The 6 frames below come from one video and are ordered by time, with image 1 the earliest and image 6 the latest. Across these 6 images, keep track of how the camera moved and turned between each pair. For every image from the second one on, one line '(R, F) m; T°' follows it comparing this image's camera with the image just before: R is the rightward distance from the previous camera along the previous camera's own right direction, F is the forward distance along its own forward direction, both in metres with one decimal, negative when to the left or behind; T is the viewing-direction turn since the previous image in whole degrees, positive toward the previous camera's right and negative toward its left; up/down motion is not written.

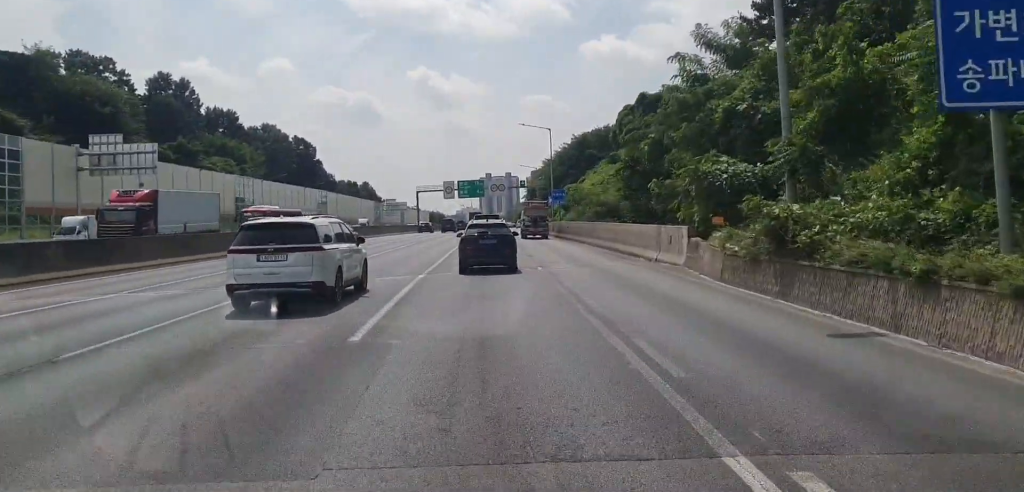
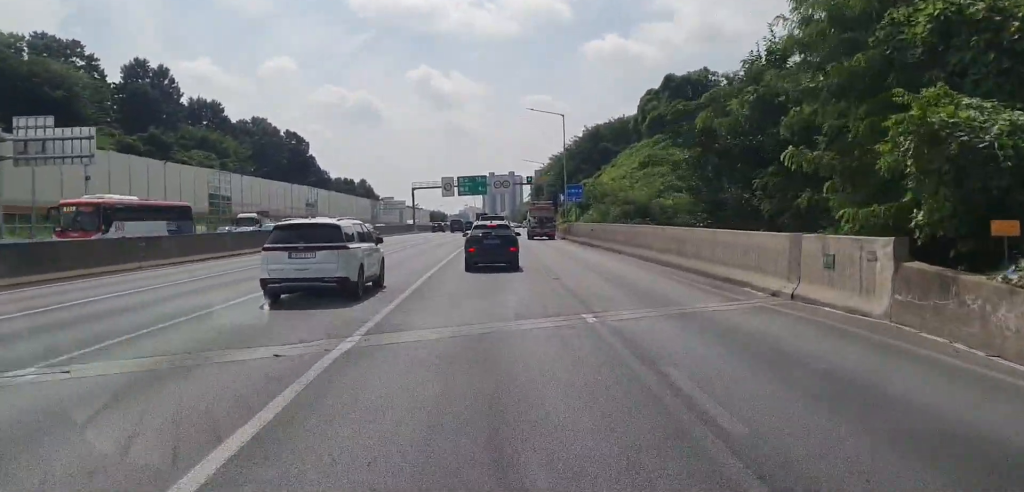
(-0.1, +12.3) m; -1°
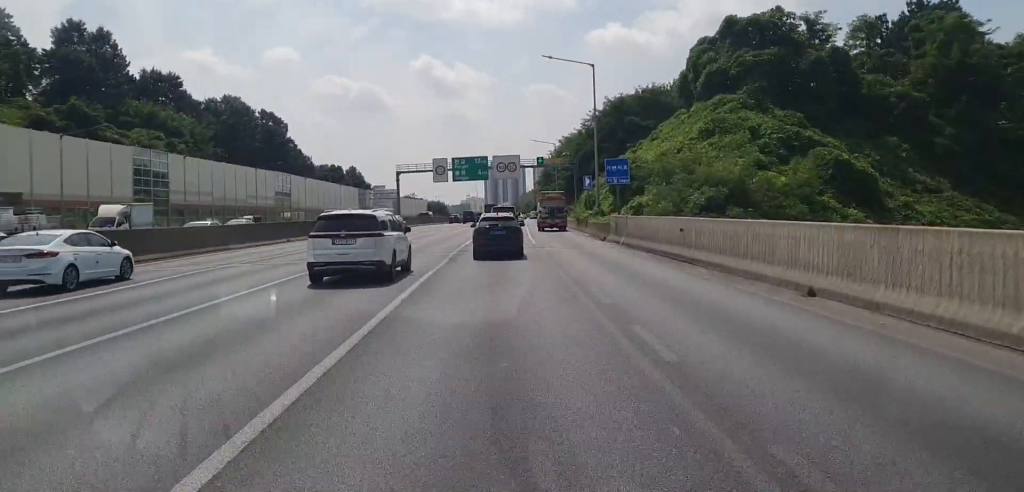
(-0.4, +21.2) m; 0°
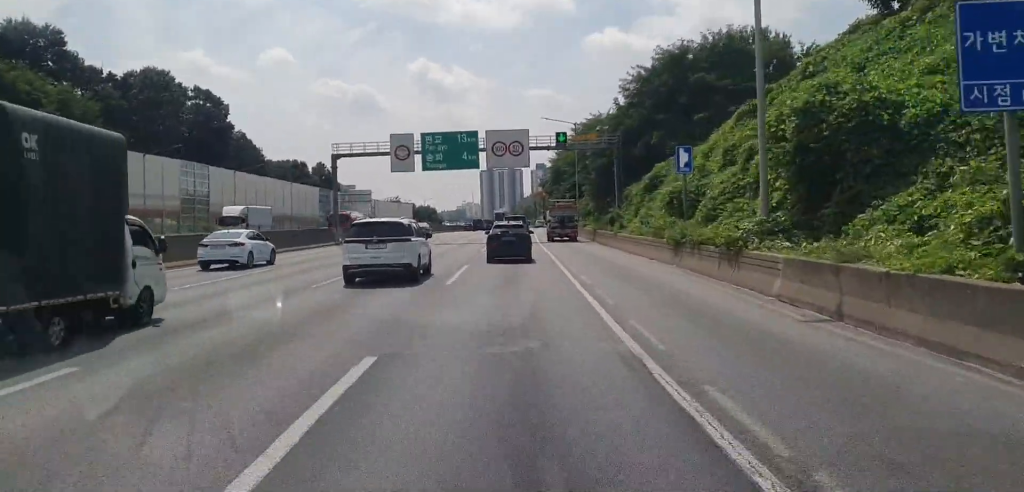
(+0.4, +34.6) m; +1°
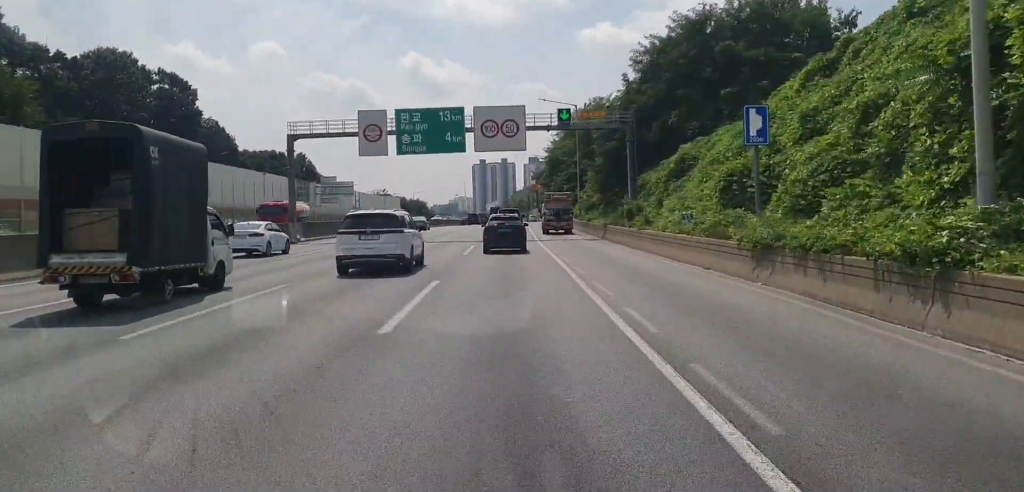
(+0.1, +9.8) m; +1°
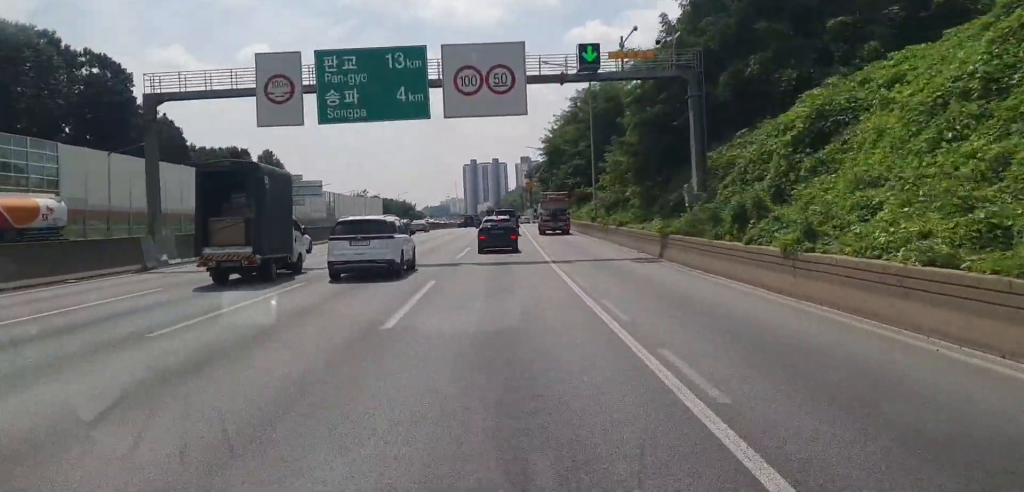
(+0.2, +18.8) m; 0°
